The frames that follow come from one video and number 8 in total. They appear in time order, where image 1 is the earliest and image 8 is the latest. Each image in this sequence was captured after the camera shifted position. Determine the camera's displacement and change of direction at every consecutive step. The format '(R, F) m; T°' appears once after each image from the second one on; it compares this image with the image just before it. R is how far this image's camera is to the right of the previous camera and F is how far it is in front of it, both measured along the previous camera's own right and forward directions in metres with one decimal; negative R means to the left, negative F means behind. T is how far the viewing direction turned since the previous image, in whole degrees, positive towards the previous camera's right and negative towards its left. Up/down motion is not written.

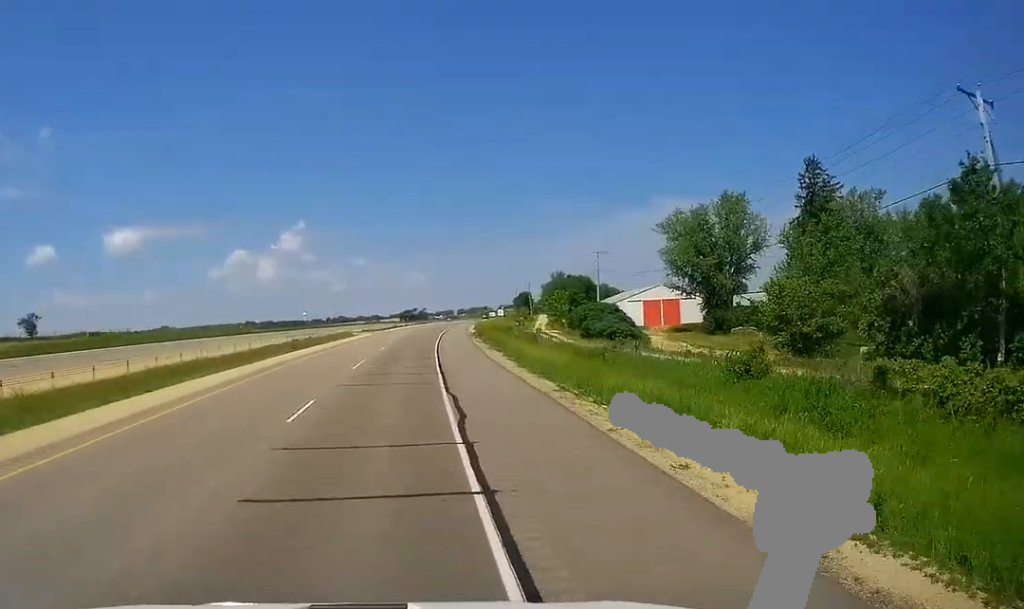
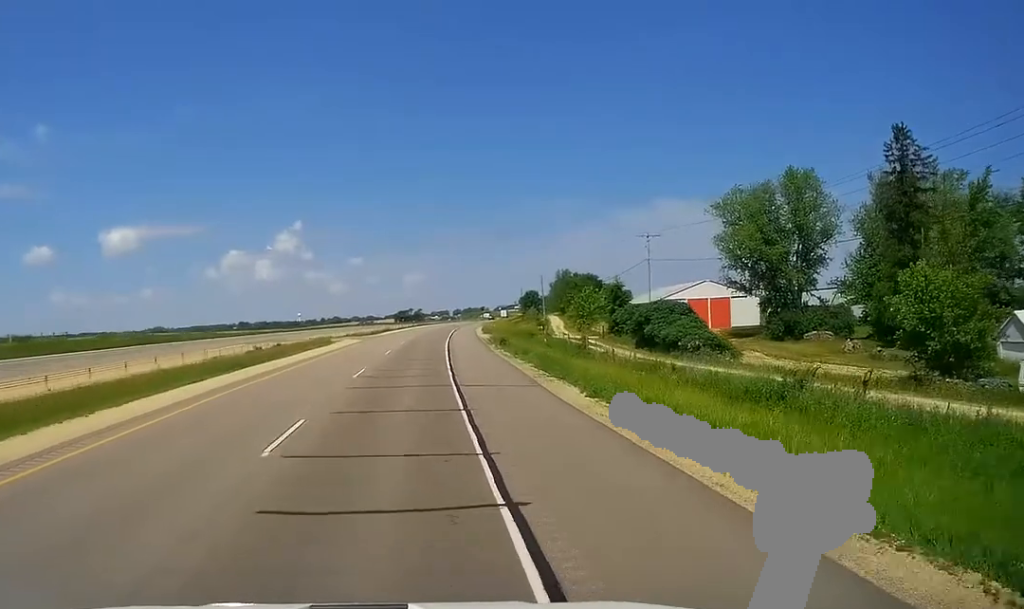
(0.0, +18.9) m; 0°
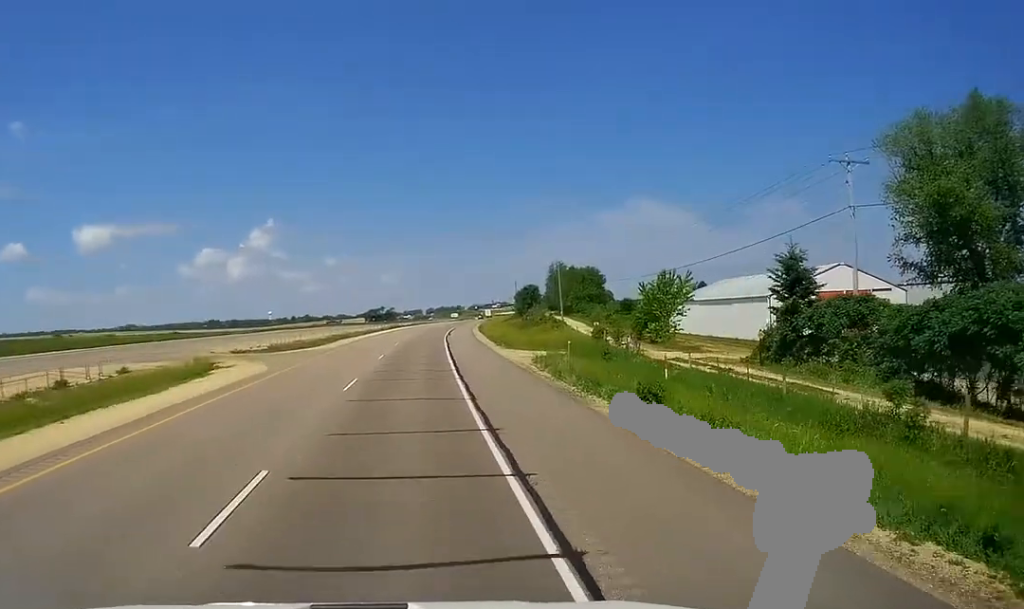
(0.0, +34.5) m; +2°
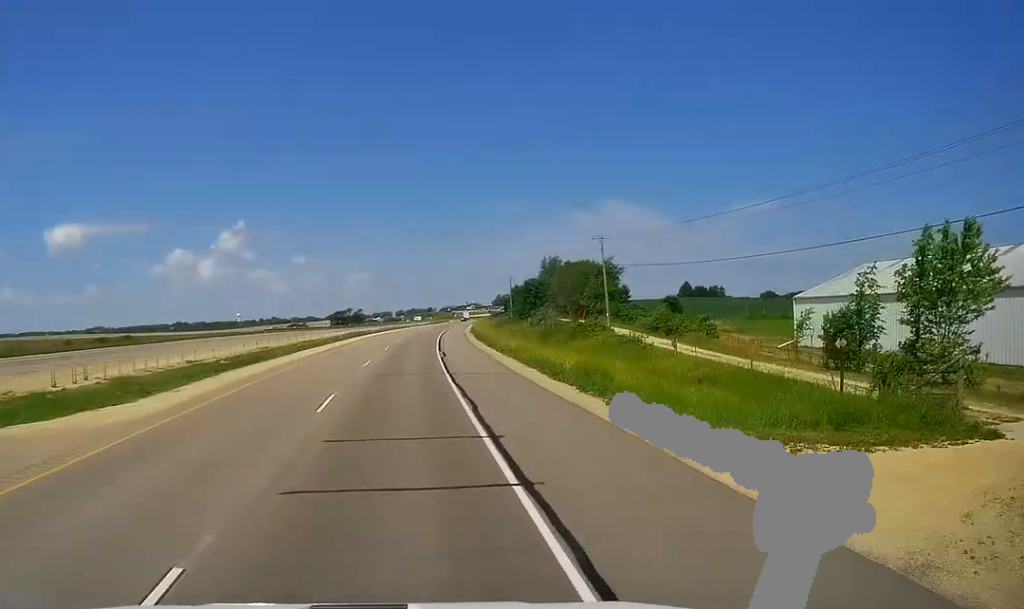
(+1.1, +33.6) m; +1°
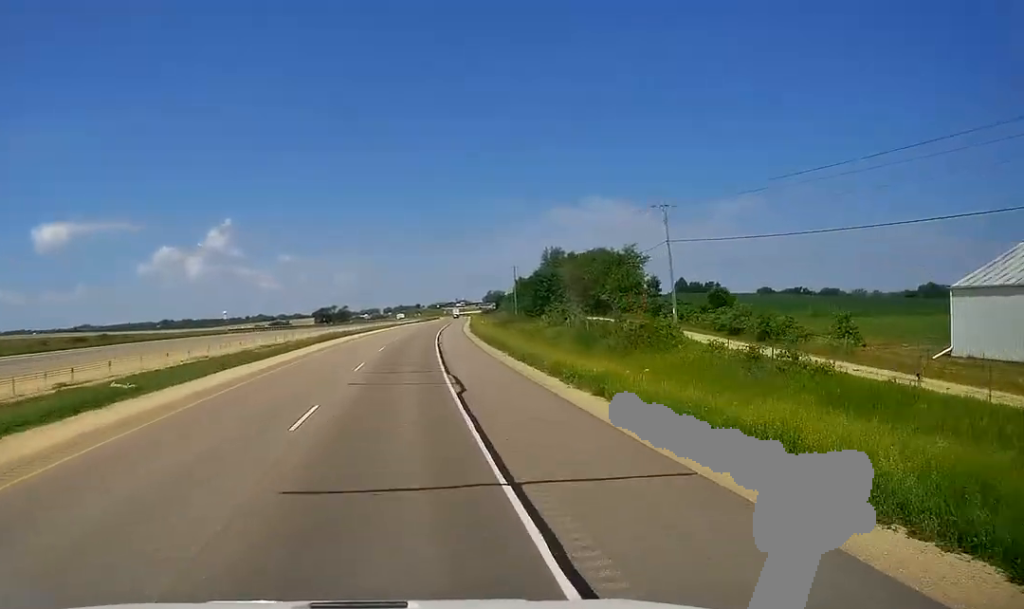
(-0.4, +18.5) m; +1°
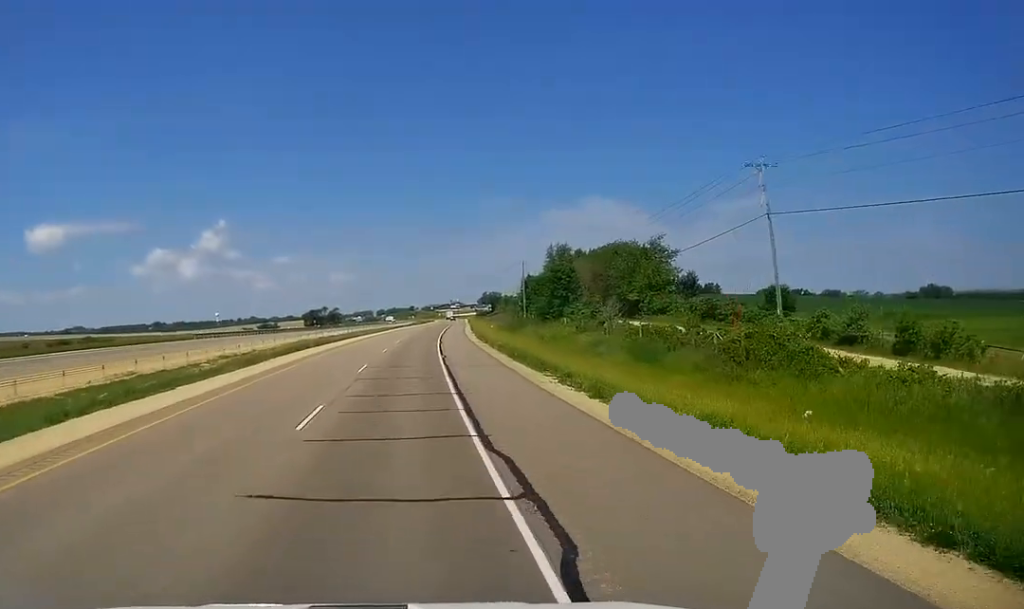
(0.0, +14.2) m; +1°
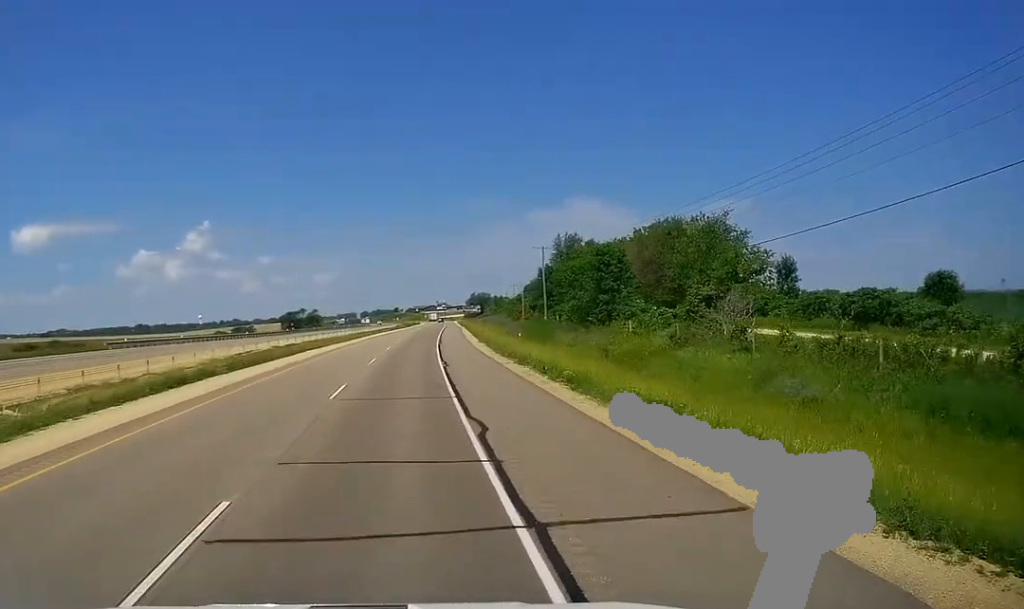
(+1.1, +24.3) m; +2°
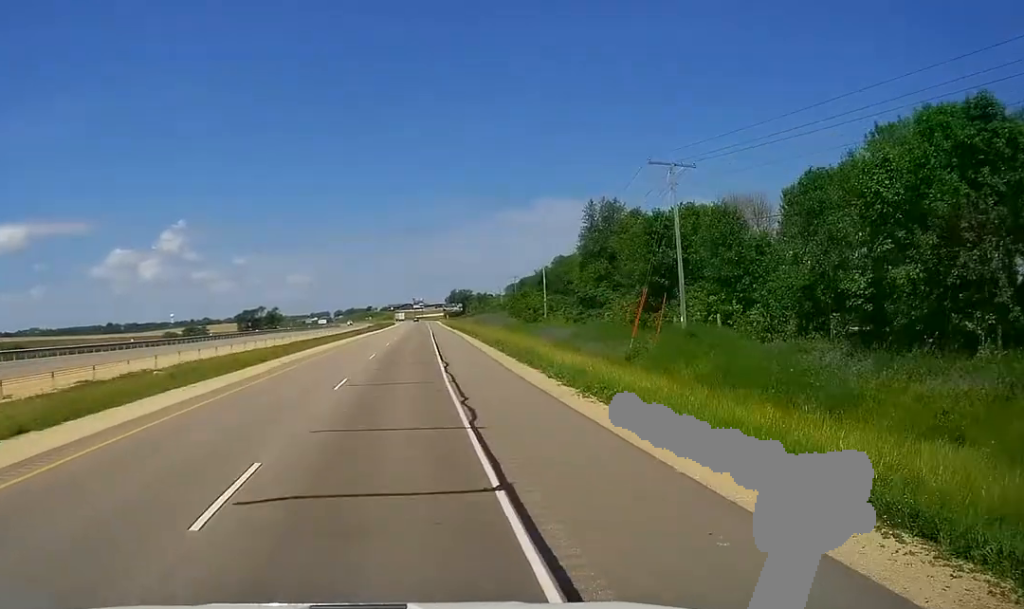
(-0.2, +42.7) m; +1°
